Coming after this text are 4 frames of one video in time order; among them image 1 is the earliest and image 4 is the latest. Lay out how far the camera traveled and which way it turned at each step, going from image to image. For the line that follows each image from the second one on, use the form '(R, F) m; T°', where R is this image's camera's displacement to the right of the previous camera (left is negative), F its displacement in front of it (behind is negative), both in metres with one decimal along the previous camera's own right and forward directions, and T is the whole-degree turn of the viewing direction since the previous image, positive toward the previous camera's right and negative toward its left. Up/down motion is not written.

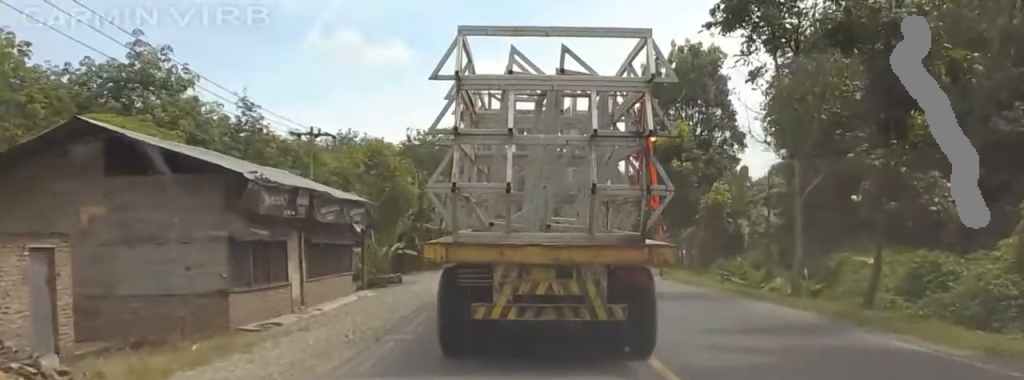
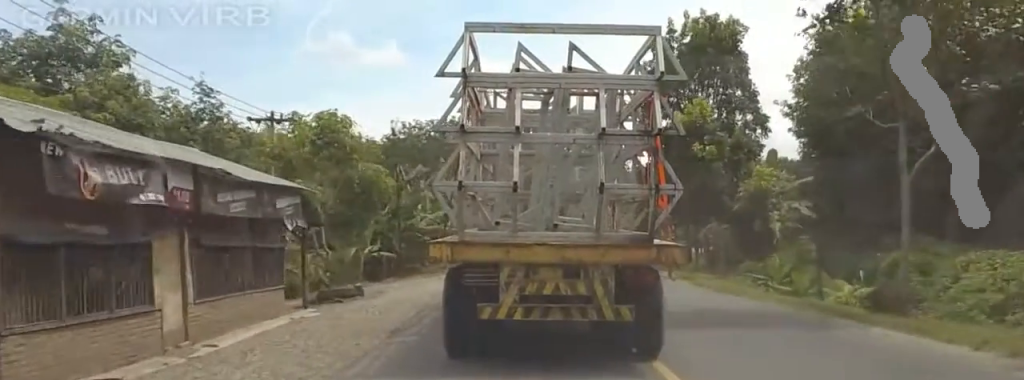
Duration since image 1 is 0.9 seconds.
(0.0, +11.8) m; 0°
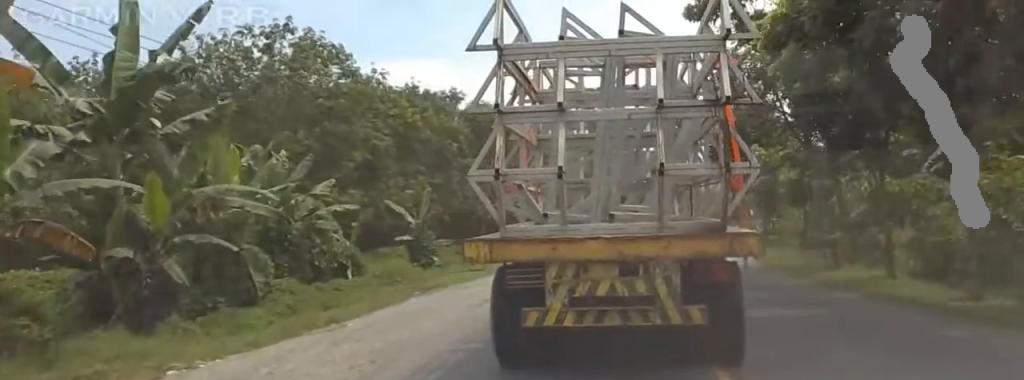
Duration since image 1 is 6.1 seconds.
(-0.6, +71.7) m; -4°
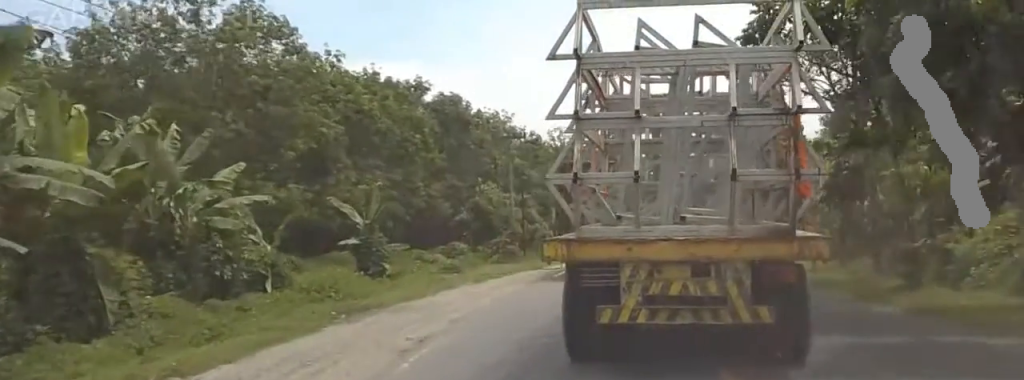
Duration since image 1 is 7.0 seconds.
(-0.4, +13.5) m; -1°
